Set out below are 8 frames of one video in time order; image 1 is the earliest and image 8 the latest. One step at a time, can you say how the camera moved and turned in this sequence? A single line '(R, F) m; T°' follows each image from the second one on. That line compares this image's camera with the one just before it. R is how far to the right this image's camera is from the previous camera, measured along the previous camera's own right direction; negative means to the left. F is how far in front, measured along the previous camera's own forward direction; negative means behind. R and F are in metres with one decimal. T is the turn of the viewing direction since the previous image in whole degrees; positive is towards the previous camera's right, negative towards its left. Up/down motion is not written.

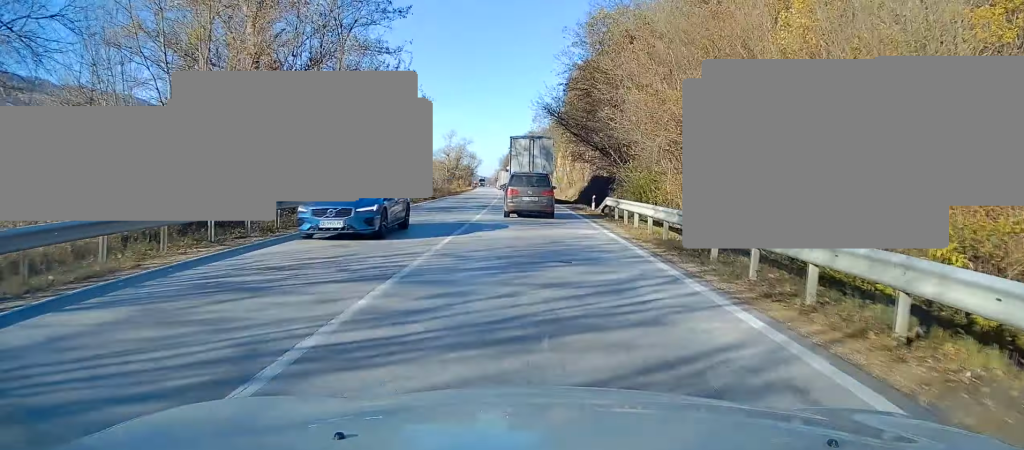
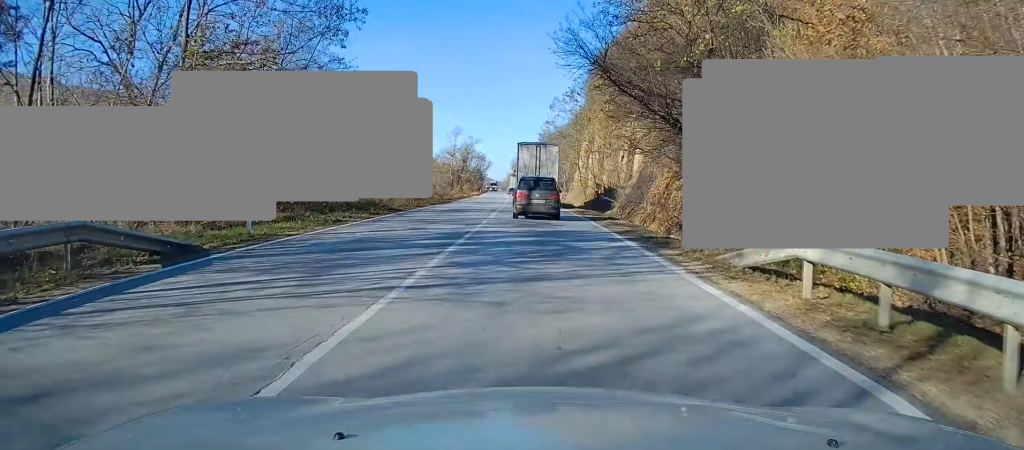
(+0.1, +17.4) m; -1°
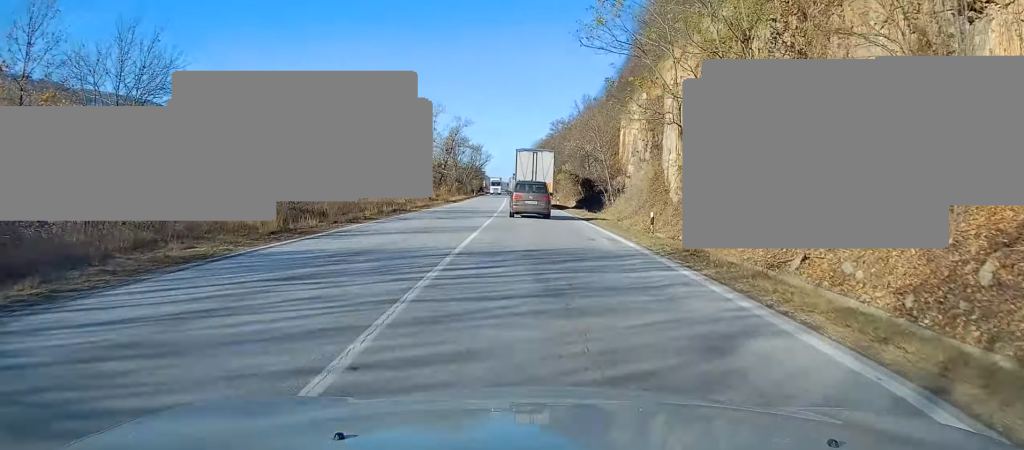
(-1.6, +39.7) m; -3°
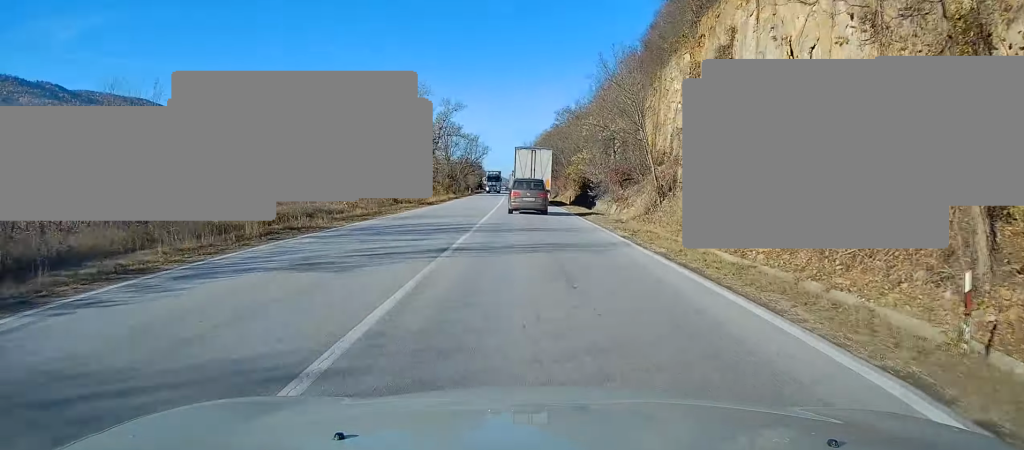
(0.0, +15.6) m; 0°
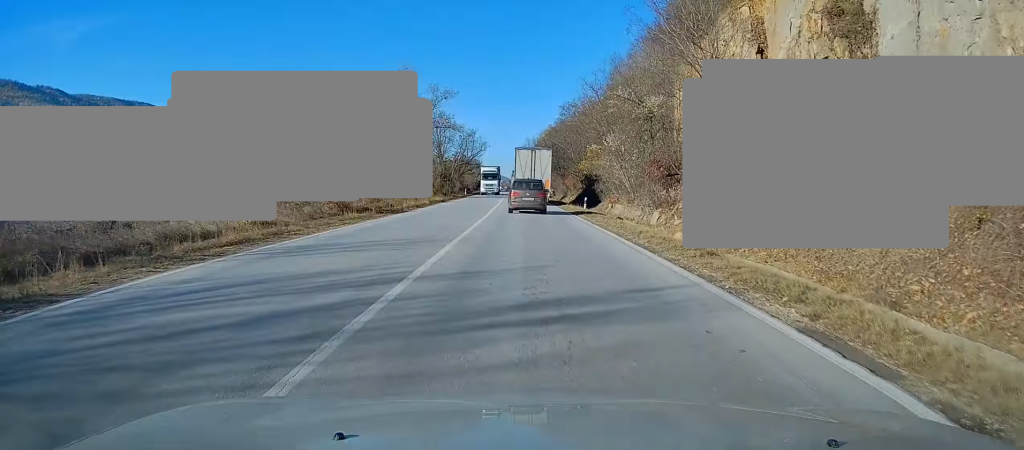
(0.0, +11.9) m; 0°
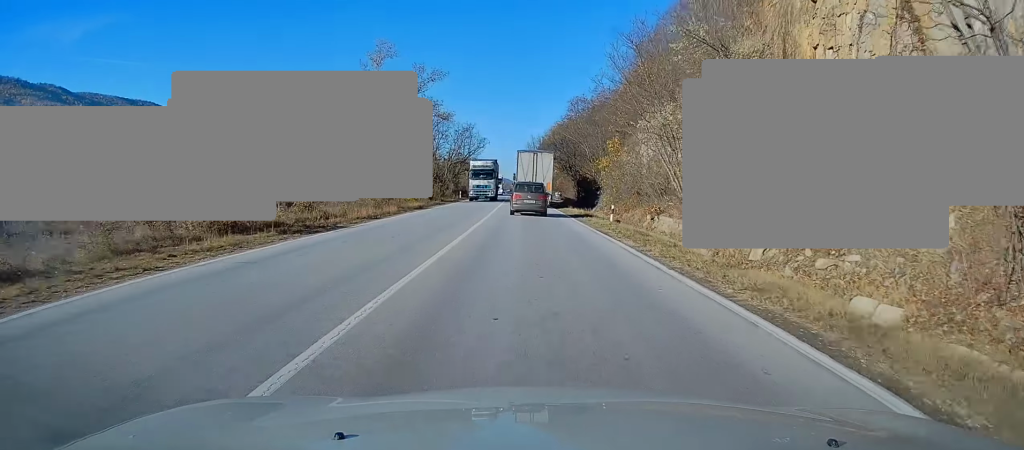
(+0.1, +12.1) m; -1°
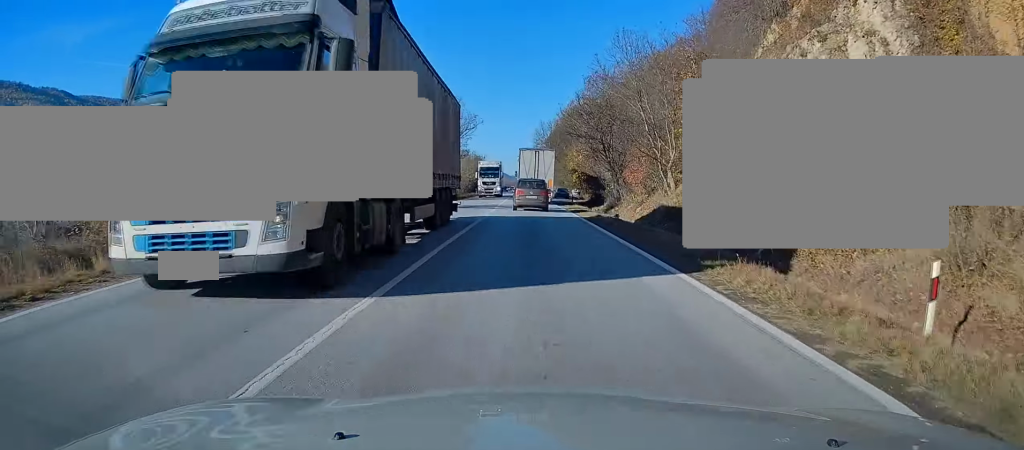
(-0.4, +24.5) m; 0°
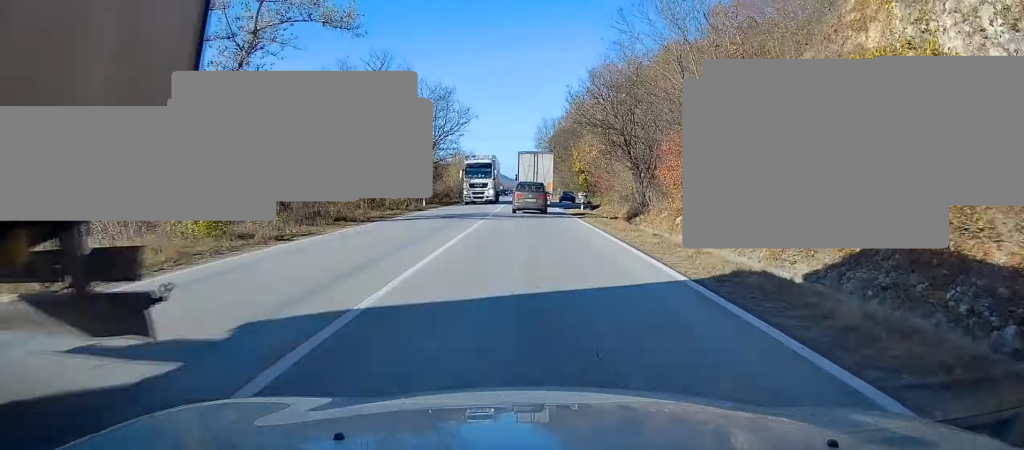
(+0.1, +8.4) m; 0°
